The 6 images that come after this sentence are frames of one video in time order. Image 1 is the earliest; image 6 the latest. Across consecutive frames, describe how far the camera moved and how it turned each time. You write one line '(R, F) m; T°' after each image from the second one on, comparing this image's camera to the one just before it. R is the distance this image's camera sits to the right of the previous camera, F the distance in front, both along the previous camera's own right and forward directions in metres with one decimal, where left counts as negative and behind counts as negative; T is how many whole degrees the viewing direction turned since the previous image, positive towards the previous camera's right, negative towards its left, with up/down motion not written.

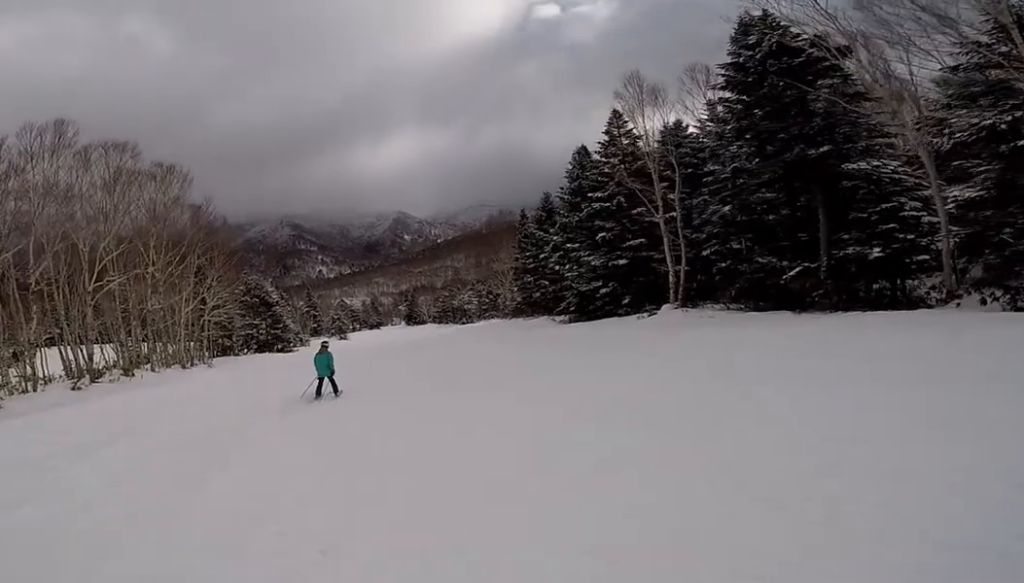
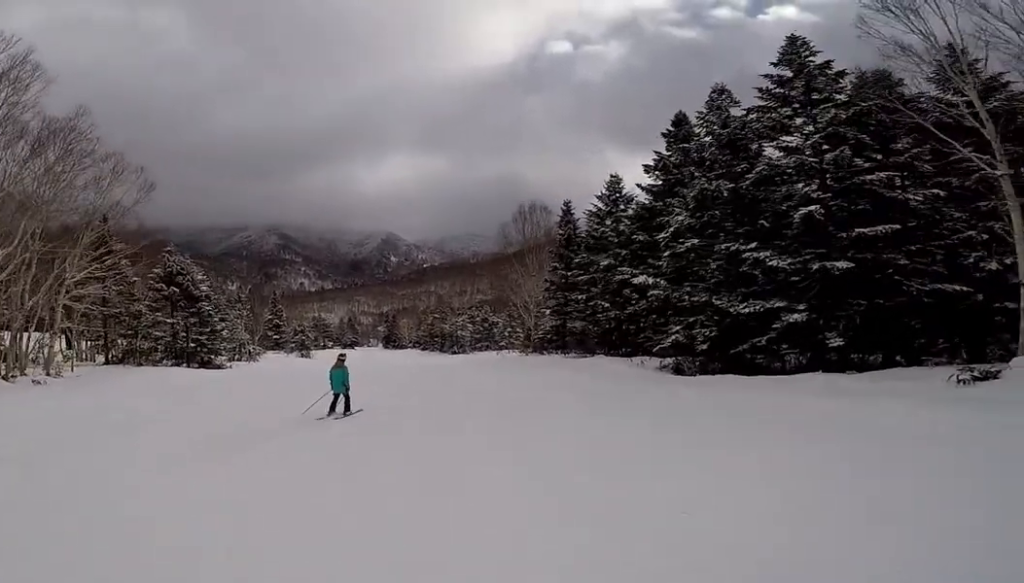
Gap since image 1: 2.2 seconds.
(+3.2, +15.6) m; +9°
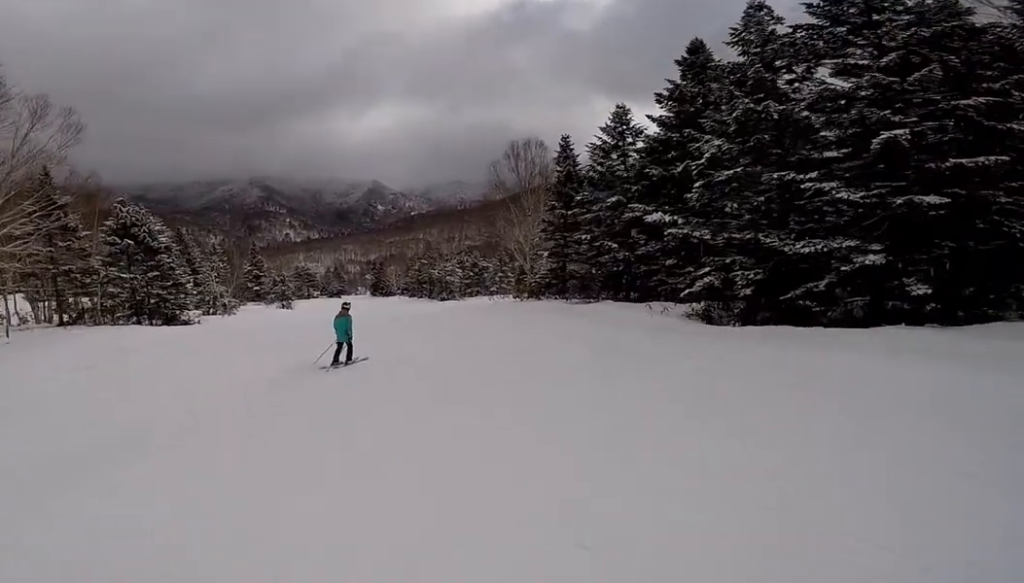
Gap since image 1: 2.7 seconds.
(-0.1, +3.4) m; -2°
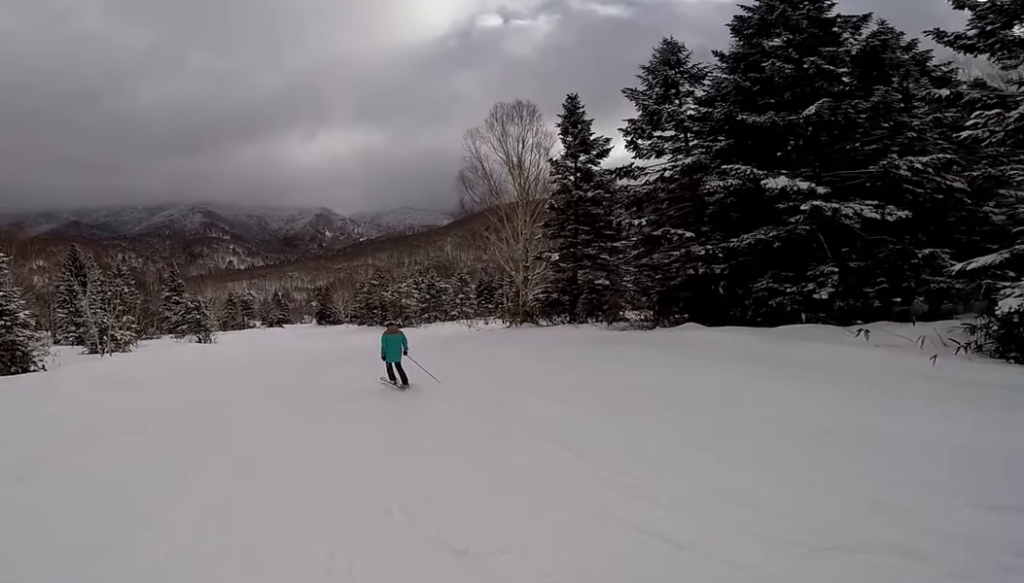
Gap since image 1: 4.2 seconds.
(0.0, +11.2) m; -6°
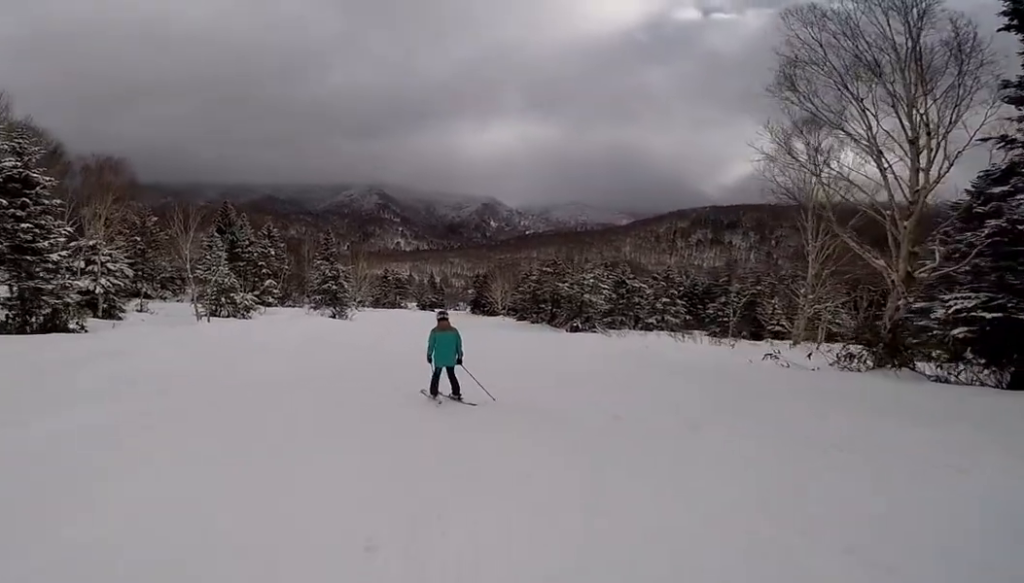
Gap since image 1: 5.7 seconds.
(-2.2, +10.9) m; -14°
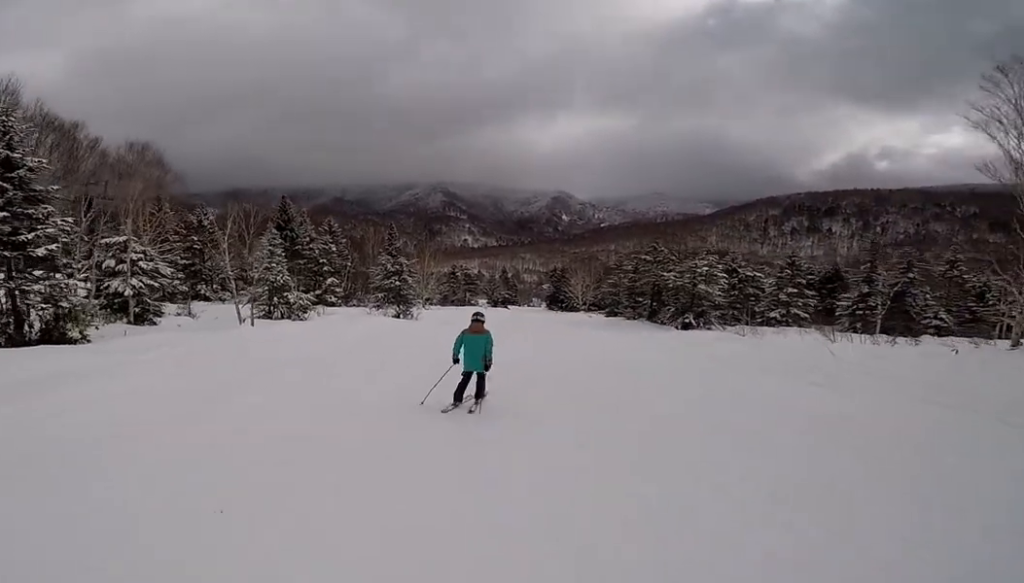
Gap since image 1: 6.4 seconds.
(-0.1, +5.0) m; +3°
